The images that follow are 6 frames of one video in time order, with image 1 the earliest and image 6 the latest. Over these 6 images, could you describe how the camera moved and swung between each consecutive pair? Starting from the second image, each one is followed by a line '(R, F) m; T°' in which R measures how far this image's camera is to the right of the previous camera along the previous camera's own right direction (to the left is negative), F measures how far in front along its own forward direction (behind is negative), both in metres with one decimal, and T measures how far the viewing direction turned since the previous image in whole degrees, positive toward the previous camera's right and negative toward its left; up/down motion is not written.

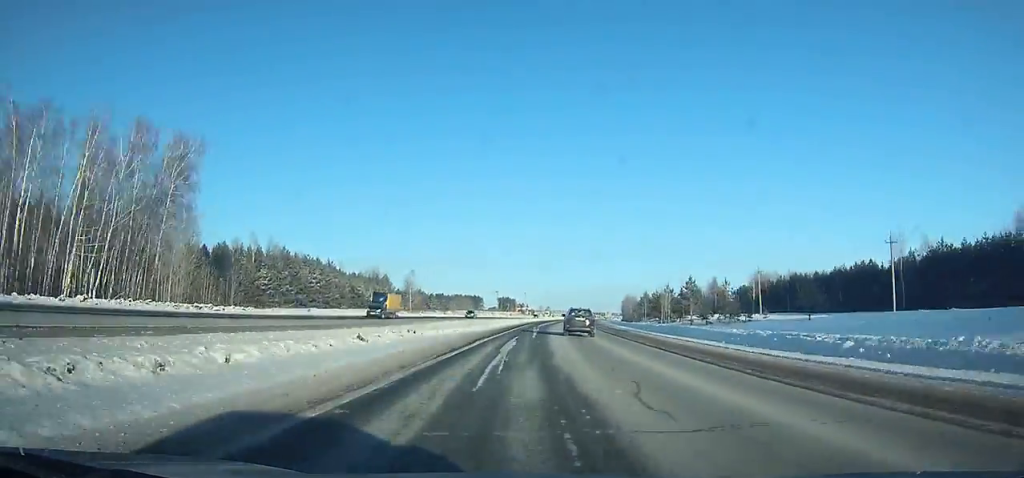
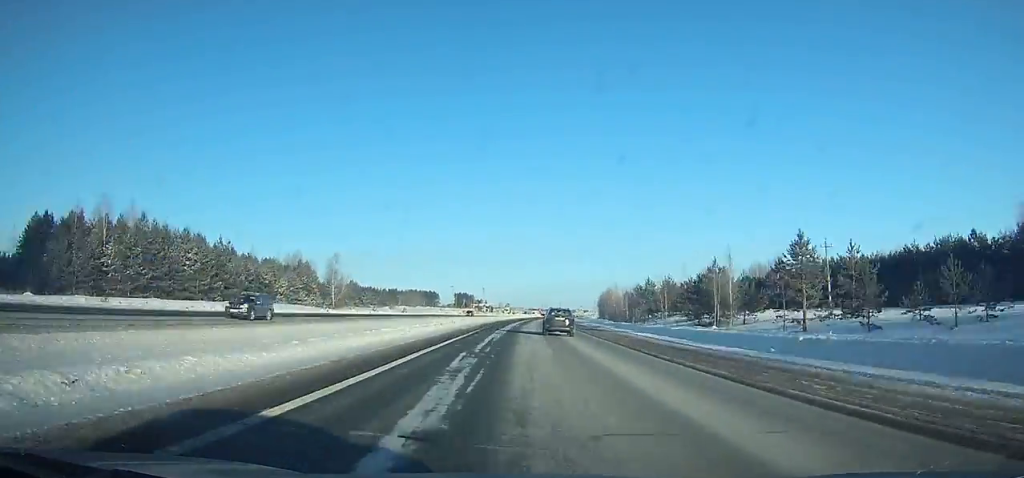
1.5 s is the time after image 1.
(+1.6, +37.8) m; +3°
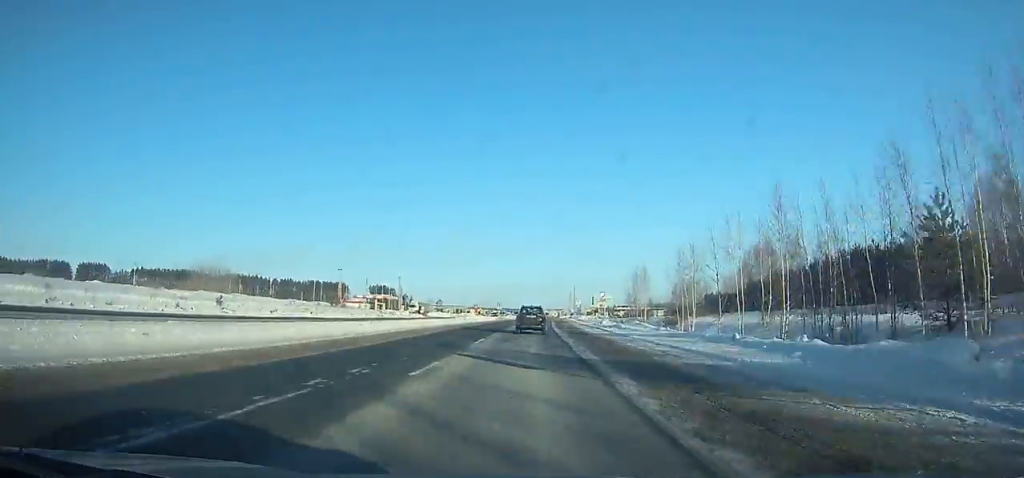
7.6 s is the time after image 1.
(+10.4, +148.8) m; +7°
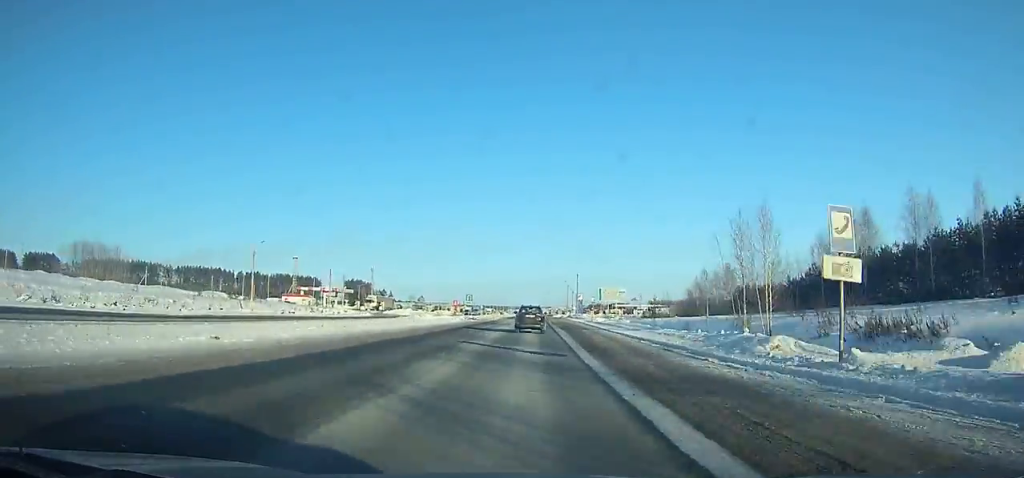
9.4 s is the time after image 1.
(+0.4, +42.3) m; +1°
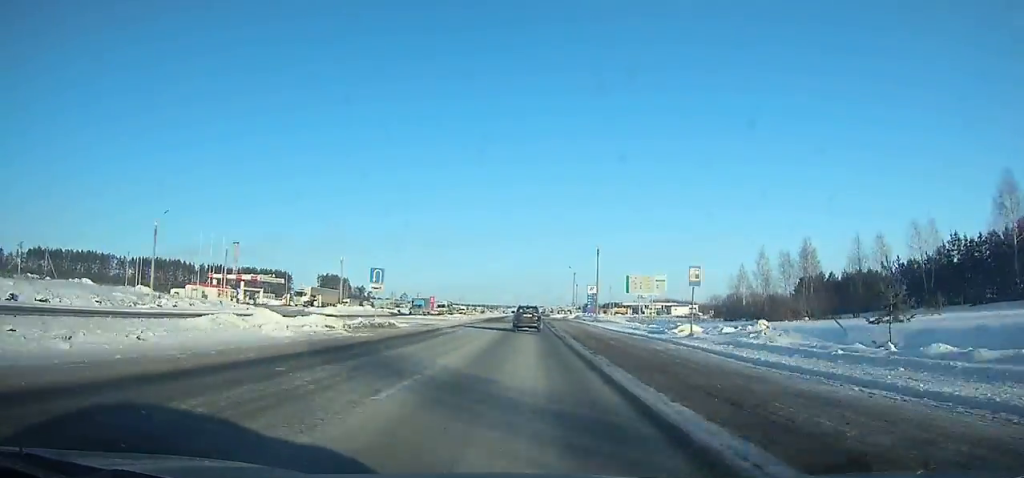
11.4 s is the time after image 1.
(+0.6, +45.0) m; +1°
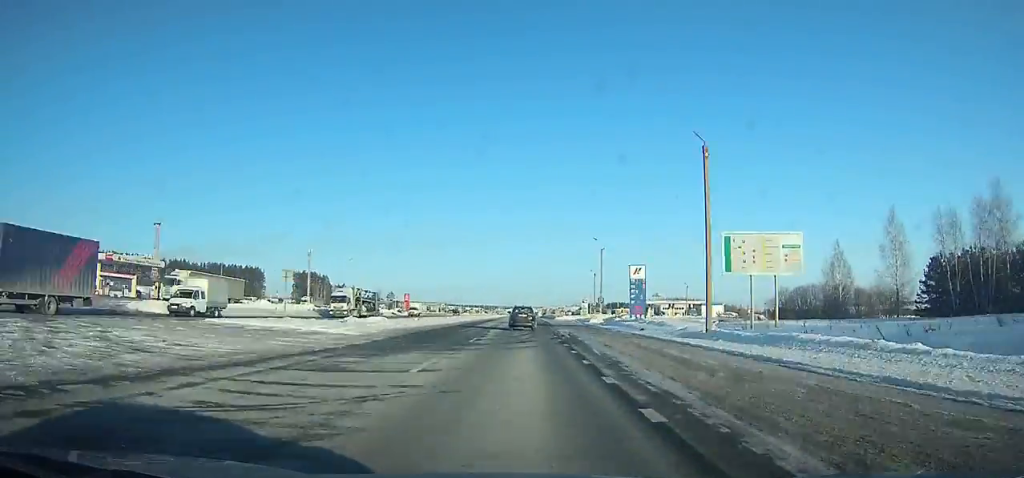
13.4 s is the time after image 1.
(+0.2, +44.3) m; 0°
